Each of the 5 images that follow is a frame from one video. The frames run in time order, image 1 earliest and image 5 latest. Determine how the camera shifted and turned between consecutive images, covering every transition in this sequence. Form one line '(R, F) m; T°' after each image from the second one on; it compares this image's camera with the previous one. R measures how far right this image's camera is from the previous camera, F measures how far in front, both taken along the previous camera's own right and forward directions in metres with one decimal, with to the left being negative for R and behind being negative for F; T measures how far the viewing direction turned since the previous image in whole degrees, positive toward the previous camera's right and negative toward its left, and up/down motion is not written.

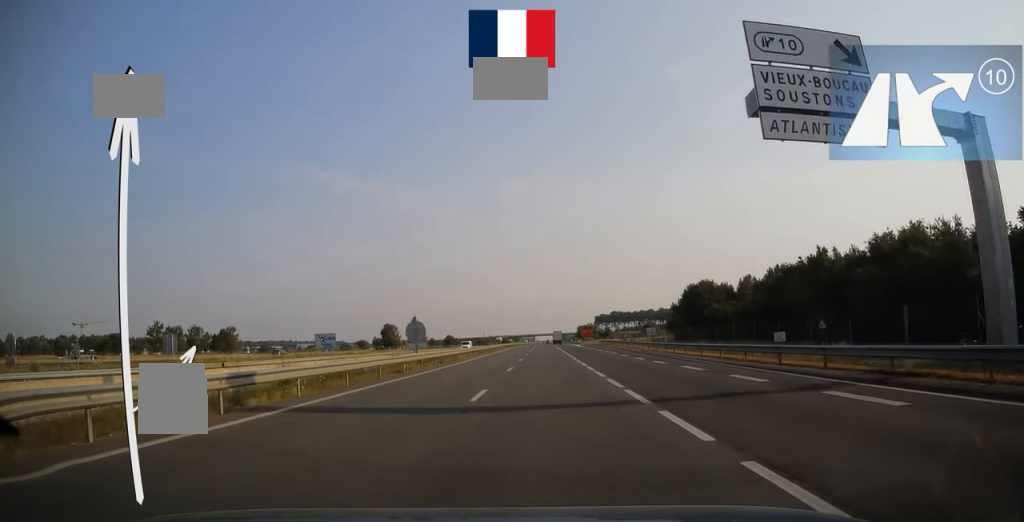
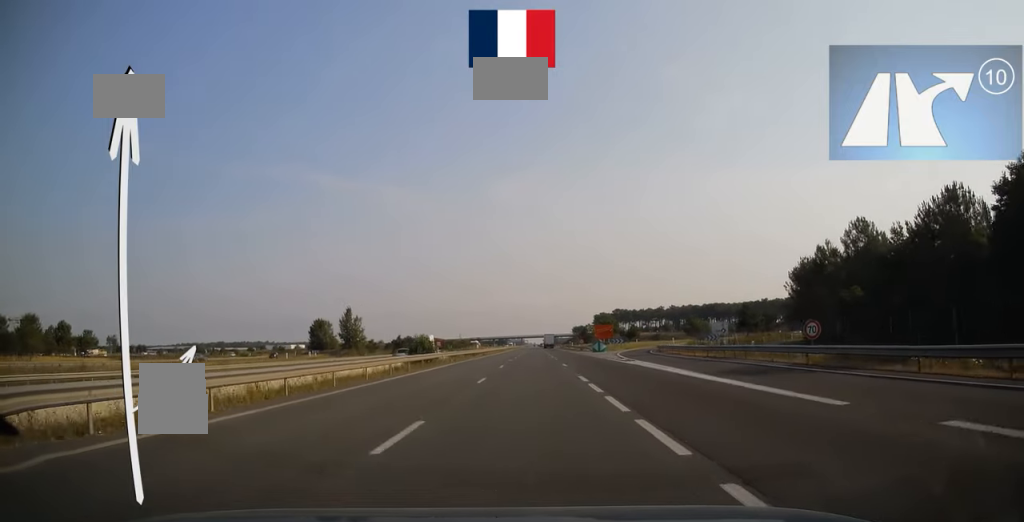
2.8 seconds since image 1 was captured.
(+0.6, +83.5) m; +1°
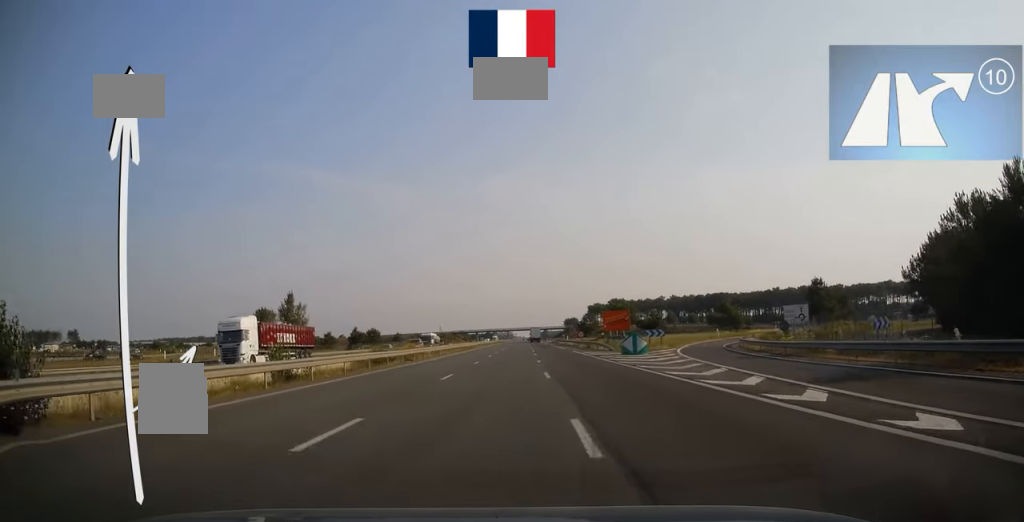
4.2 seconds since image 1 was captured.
(+0.2, +38.8) m; +1°
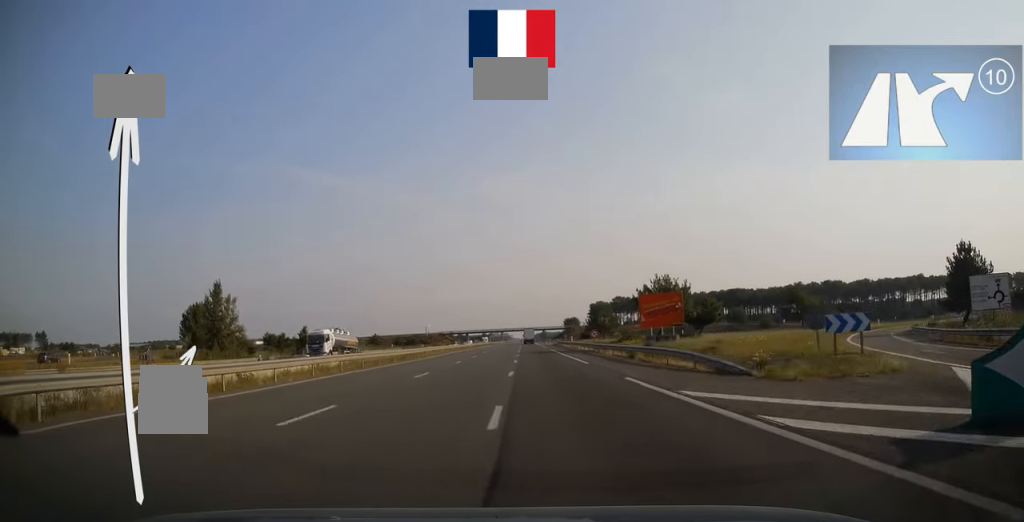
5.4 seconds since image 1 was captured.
(+0.2, +36.4) m; 0°
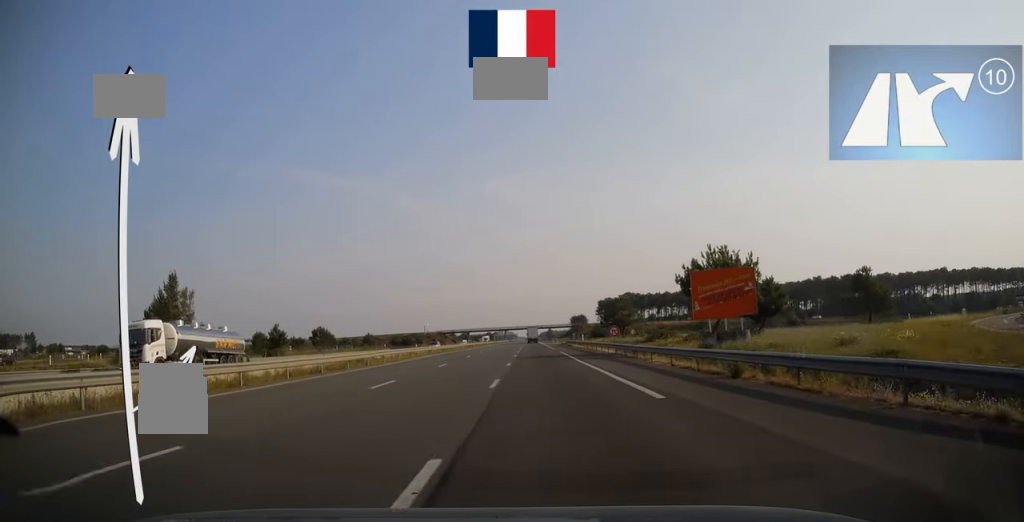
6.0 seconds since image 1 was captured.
(-0.1, +18.3) m; 0°
